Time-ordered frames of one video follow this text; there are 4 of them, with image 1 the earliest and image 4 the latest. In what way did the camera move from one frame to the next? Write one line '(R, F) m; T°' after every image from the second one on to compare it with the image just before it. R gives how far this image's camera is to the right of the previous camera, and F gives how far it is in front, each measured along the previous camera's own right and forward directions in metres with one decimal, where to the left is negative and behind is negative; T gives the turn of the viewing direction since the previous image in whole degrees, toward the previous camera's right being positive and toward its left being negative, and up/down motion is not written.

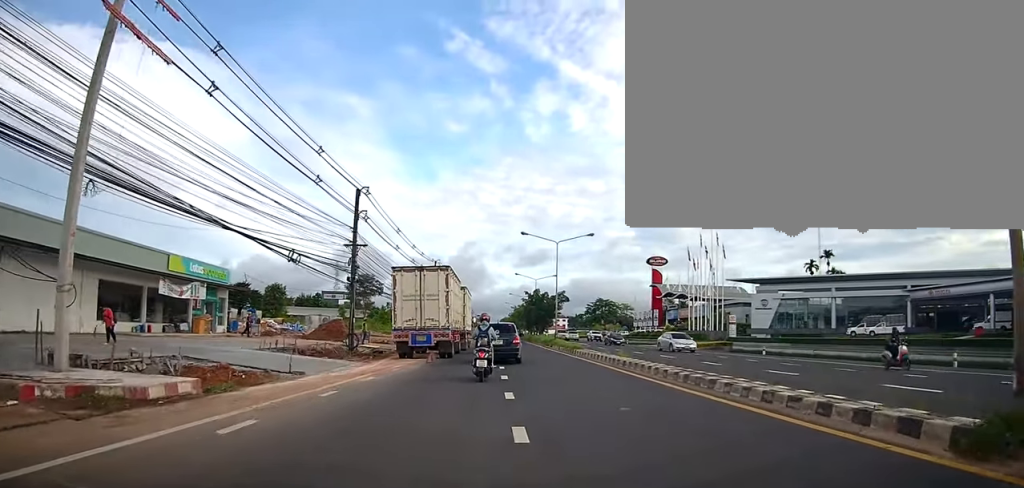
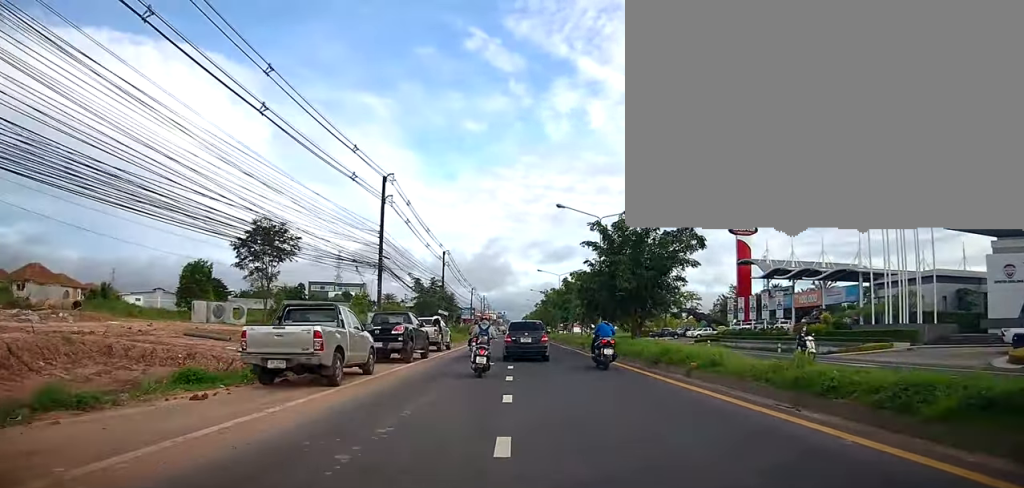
(0.0, +45.5) m; 0°
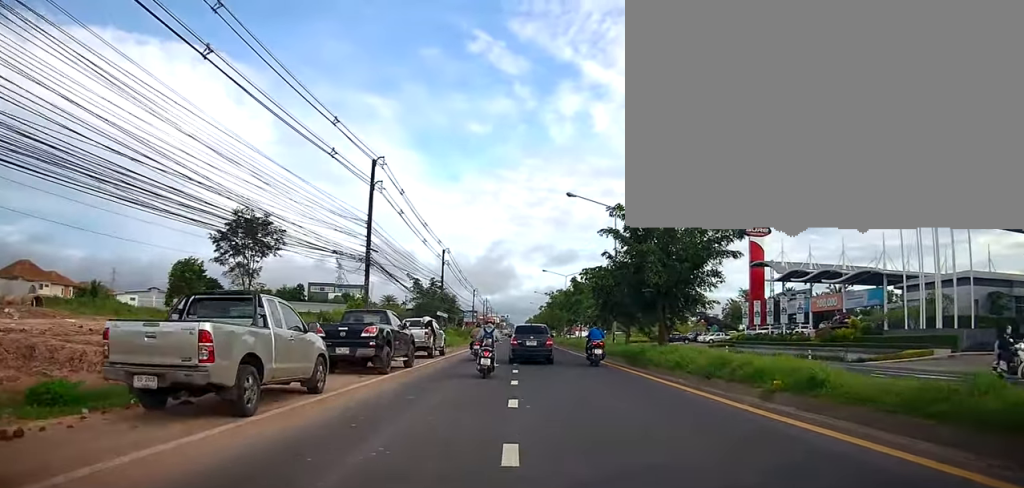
(0.0, +4.3) m; 0°
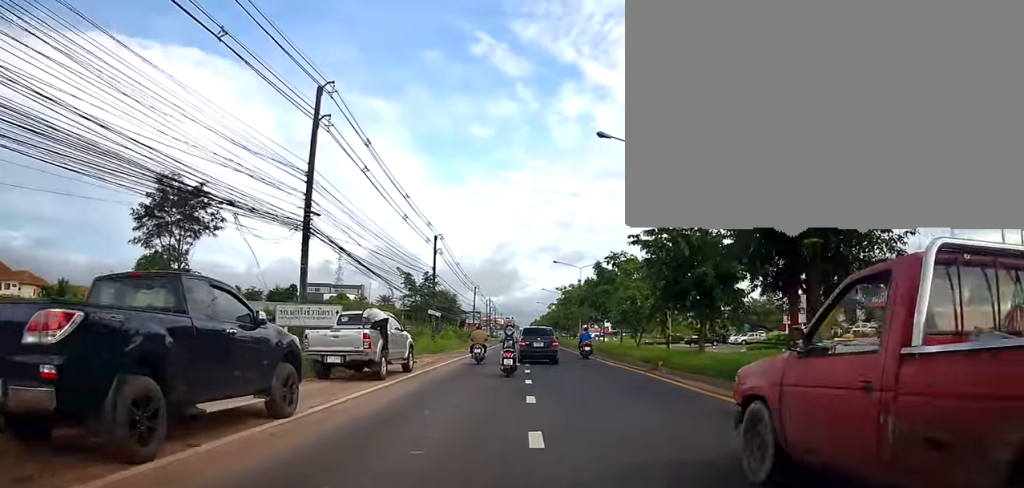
(0.0, +10.6) m; 0°
